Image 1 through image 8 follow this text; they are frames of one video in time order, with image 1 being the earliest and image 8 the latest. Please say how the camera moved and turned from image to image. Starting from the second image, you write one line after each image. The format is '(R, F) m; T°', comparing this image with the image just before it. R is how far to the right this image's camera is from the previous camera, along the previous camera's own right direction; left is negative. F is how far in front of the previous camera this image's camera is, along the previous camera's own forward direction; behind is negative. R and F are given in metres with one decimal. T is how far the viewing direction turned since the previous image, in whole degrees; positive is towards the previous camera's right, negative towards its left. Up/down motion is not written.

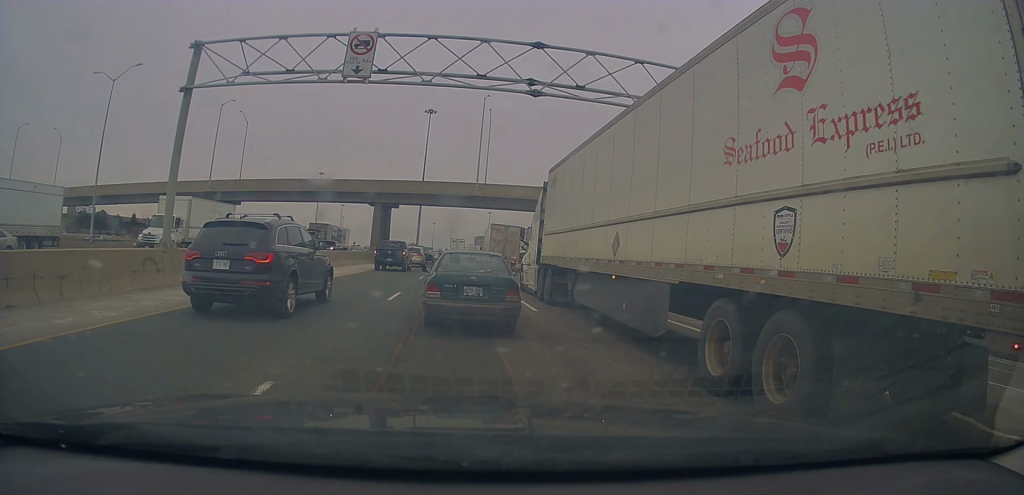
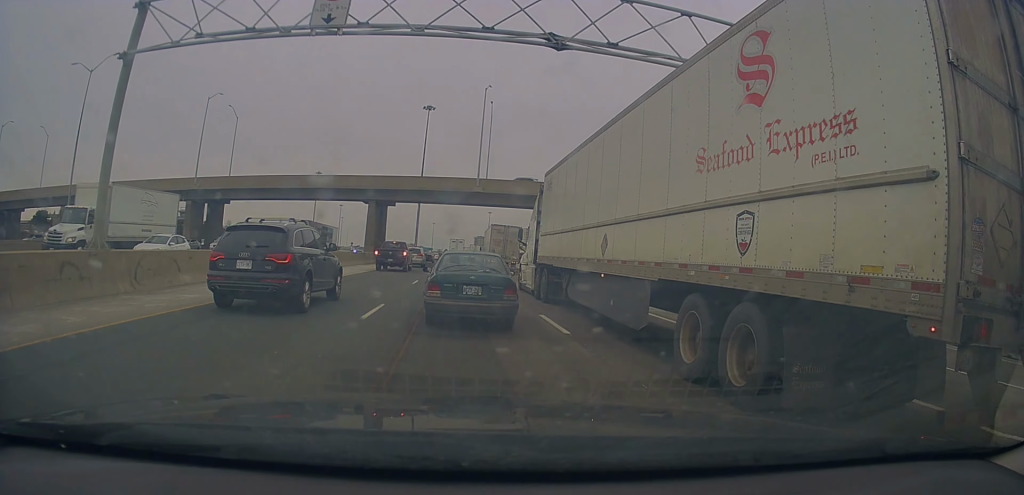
(0.0, +4.2) m; 0°
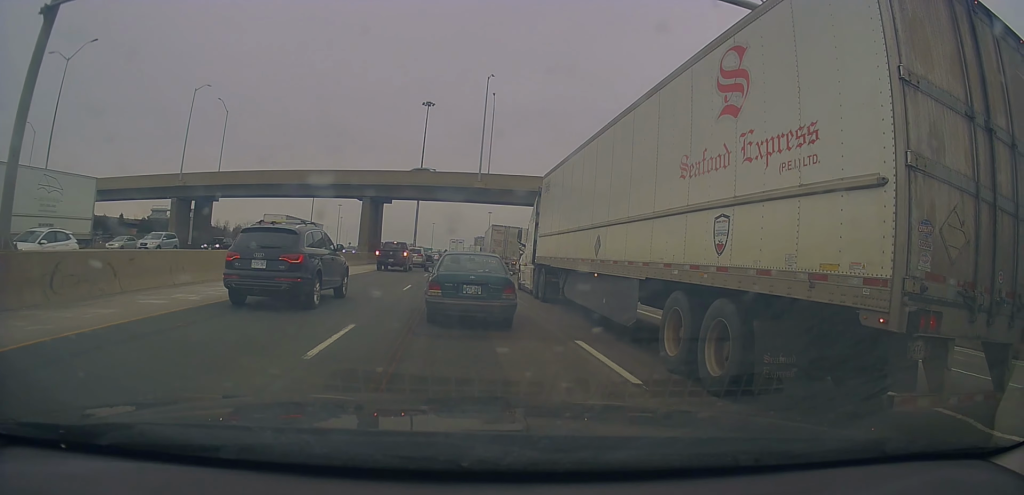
(-0.4, +3.7) m; 0°
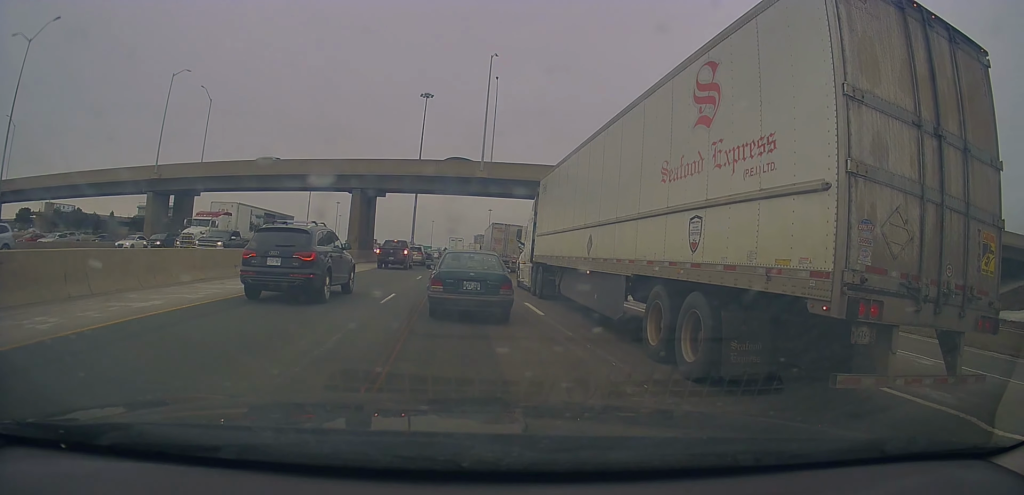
(+0.4, +5.5) m; 0°
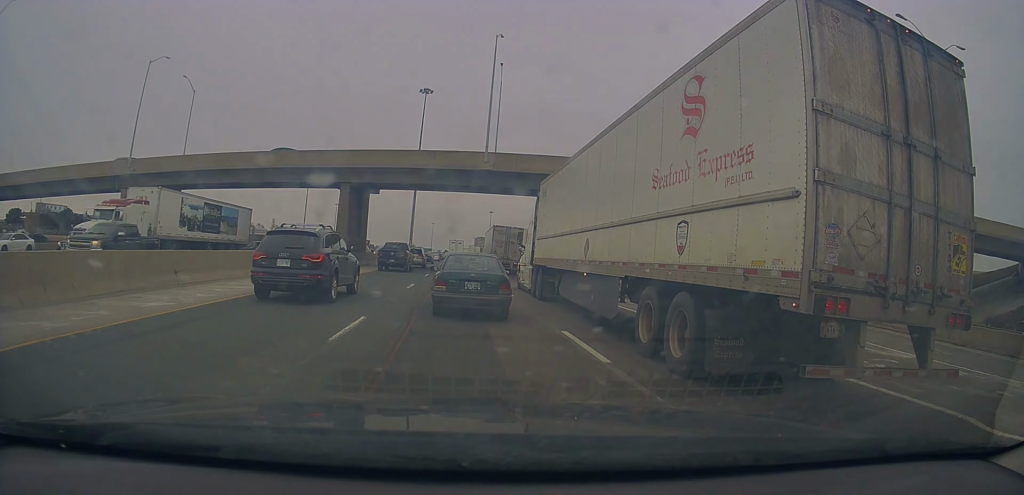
(-0.2, +5.4) m; -3°
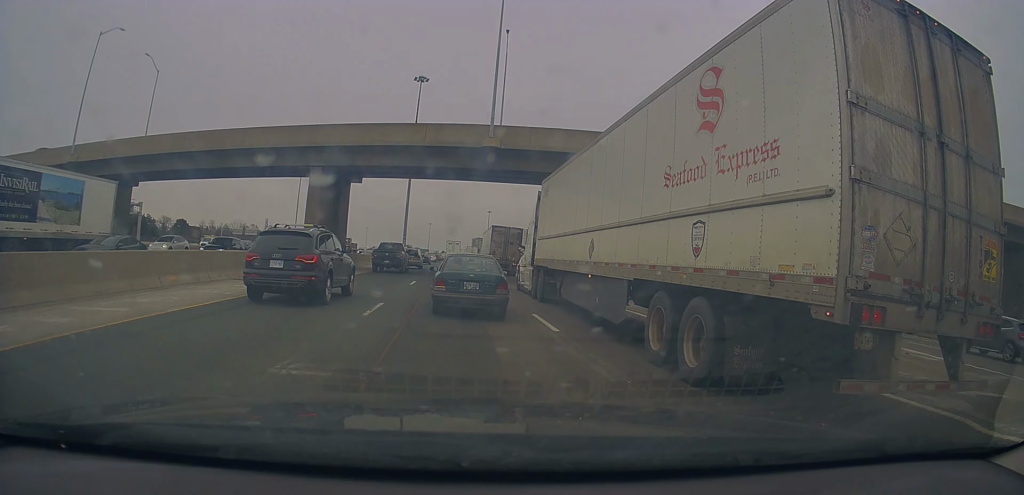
(-0.2, +7.9) m; +3°
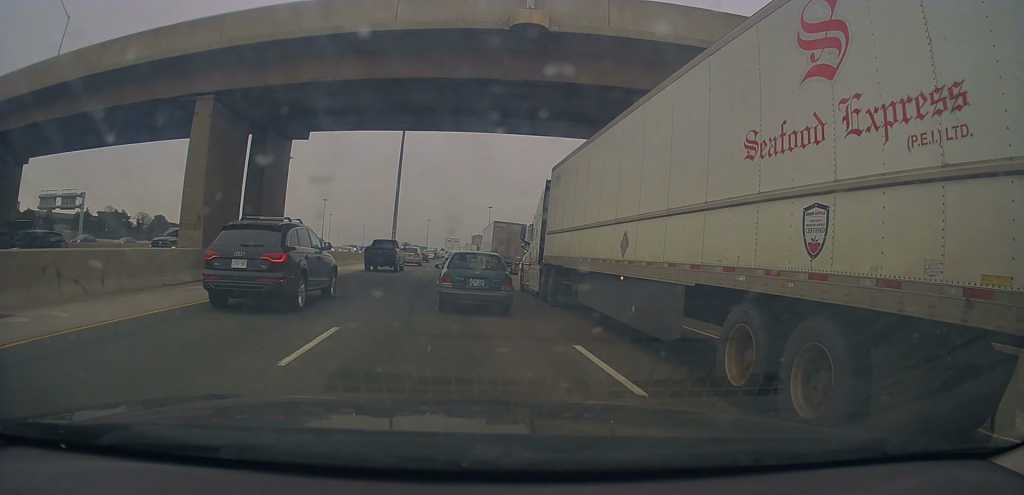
(+0.2, +15.9) m; -2°
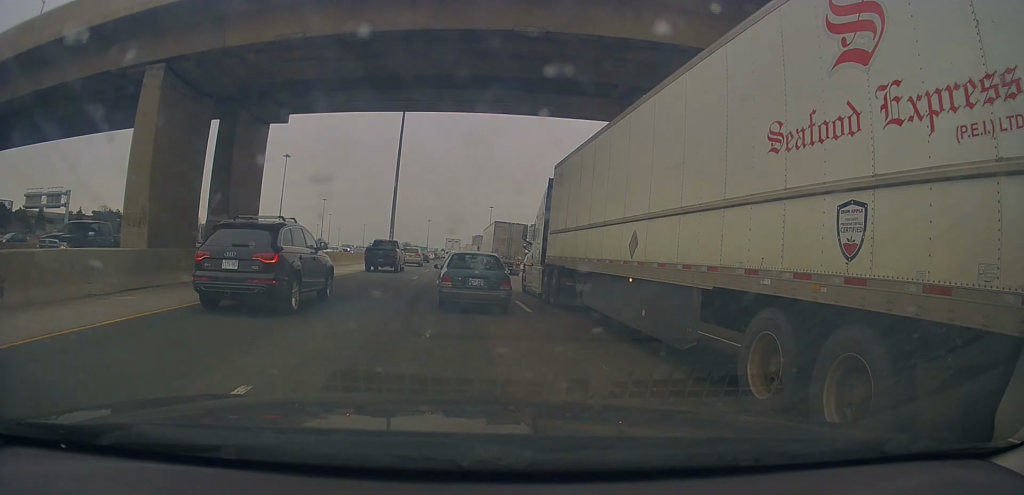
(0.0, +4.2) m; +1°
